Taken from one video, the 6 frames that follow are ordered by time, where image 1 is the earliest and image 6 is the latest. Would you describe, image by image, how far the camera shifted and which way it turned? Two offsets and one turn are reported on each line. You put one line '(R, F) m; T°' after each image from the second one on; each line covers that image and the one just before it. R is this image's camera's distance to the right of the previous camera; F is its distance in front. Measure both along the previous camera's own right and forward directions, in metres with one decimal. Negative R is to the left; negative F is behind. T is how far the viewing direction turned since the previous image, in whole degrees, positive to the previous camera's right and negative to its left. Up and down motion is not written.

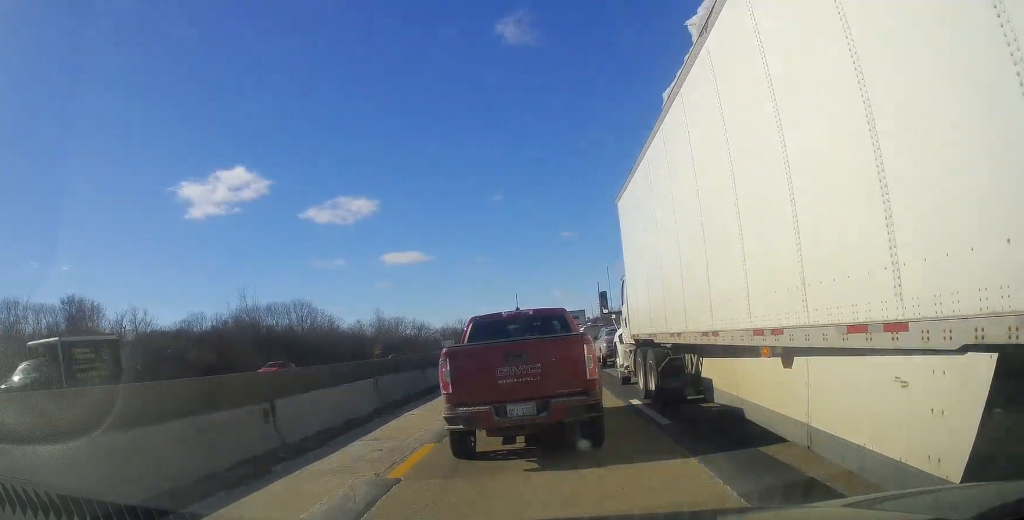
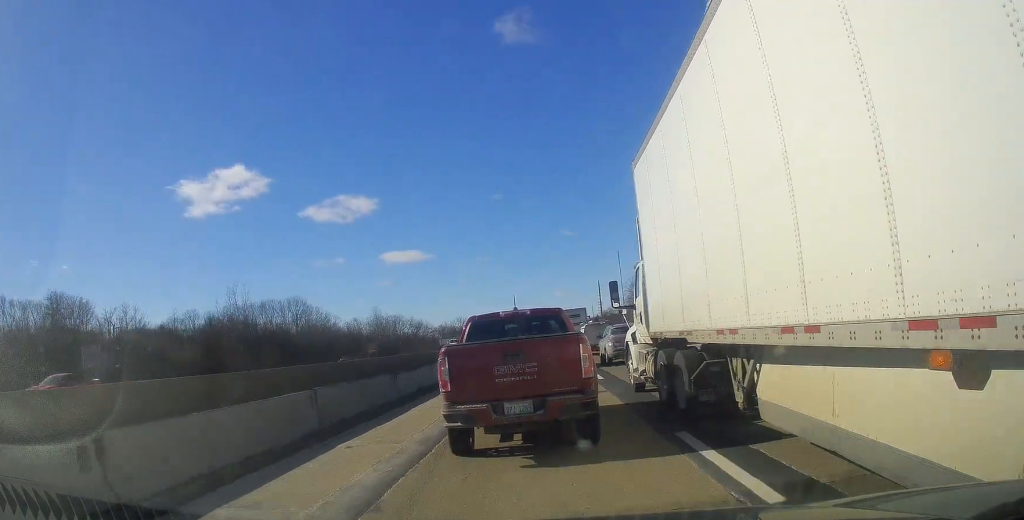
(0.0, +4.4) m; 0°
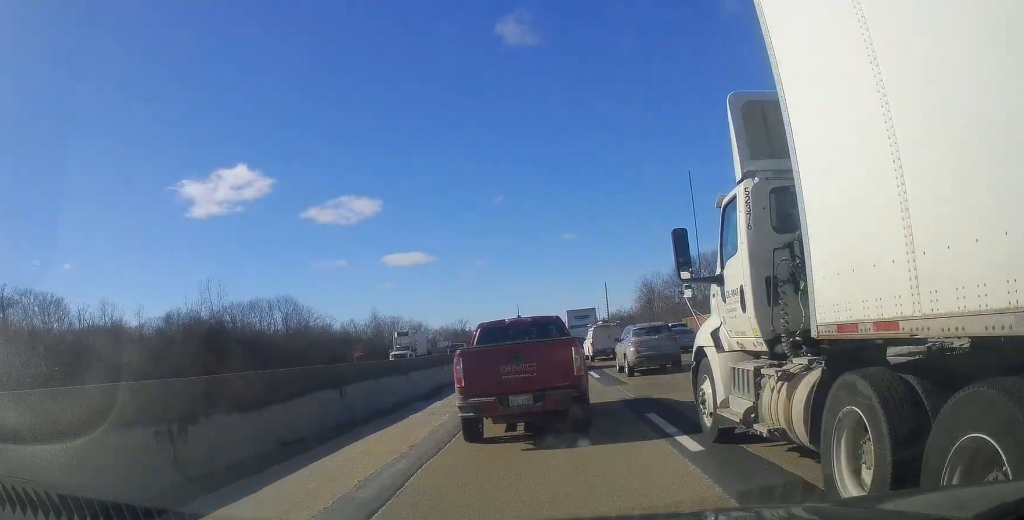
(0.0, +11.2) m; 0°
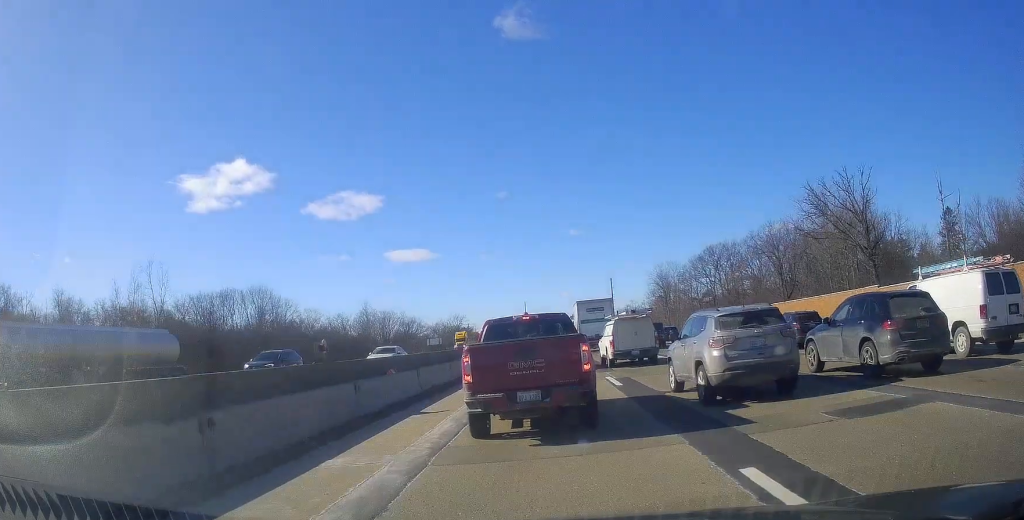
(0.0, +20.1) m; -2°
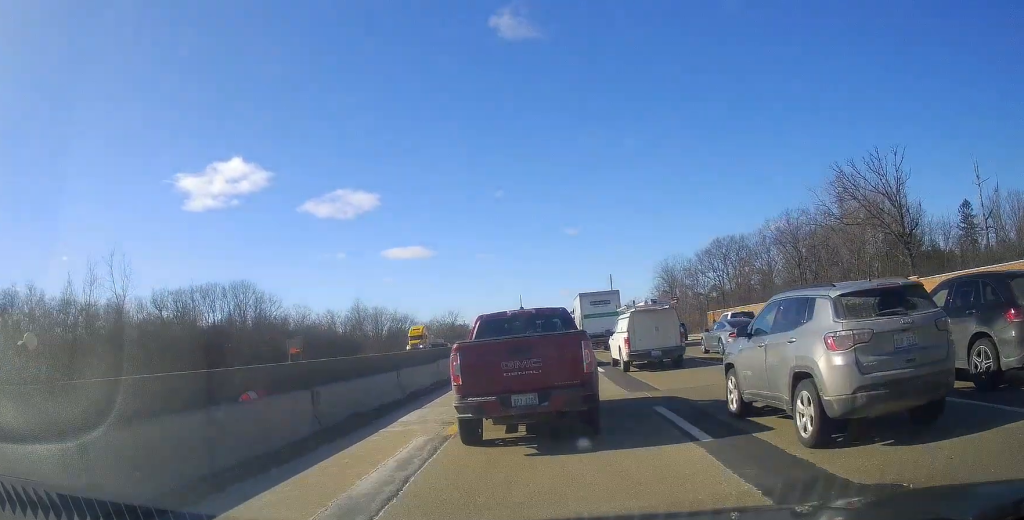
(-0.4, +10.3) m; -2°
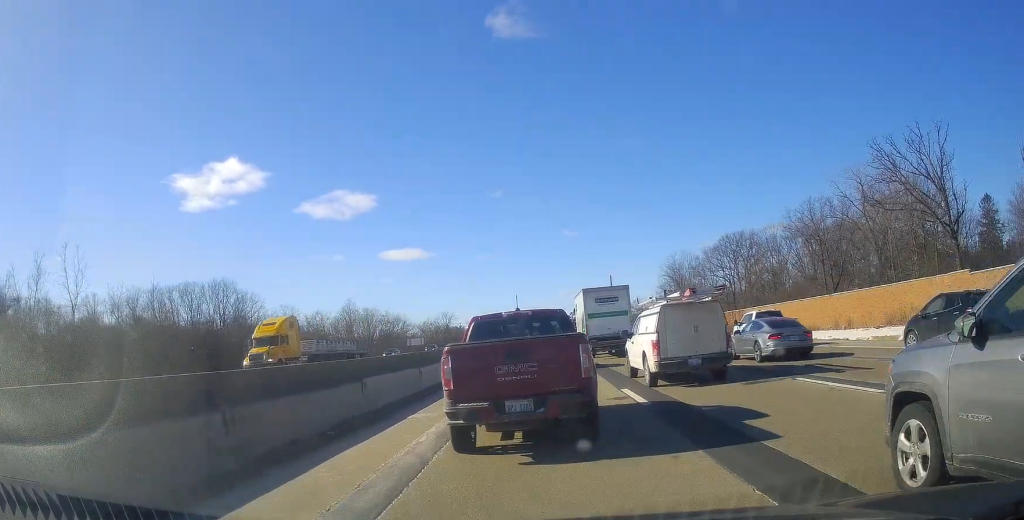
(+0.2, +10.4) m; +3°
